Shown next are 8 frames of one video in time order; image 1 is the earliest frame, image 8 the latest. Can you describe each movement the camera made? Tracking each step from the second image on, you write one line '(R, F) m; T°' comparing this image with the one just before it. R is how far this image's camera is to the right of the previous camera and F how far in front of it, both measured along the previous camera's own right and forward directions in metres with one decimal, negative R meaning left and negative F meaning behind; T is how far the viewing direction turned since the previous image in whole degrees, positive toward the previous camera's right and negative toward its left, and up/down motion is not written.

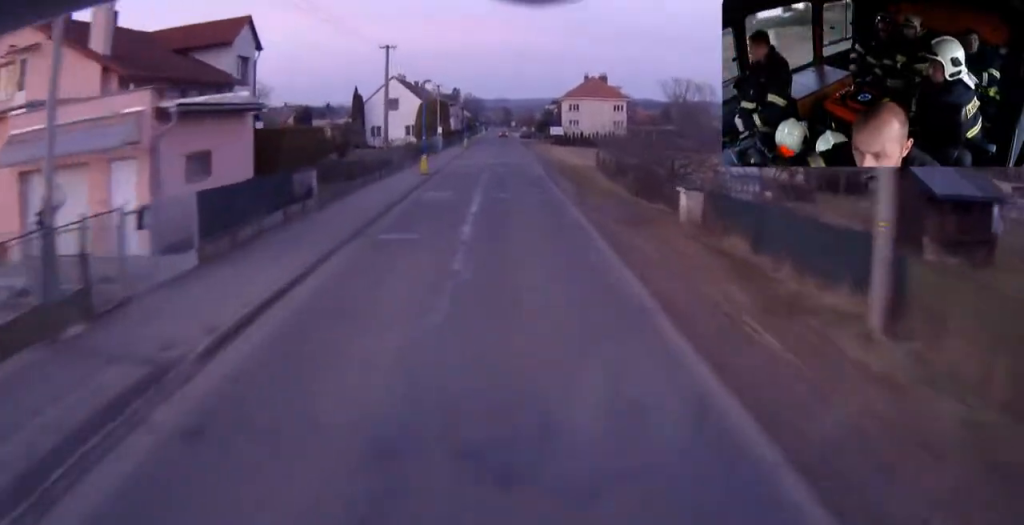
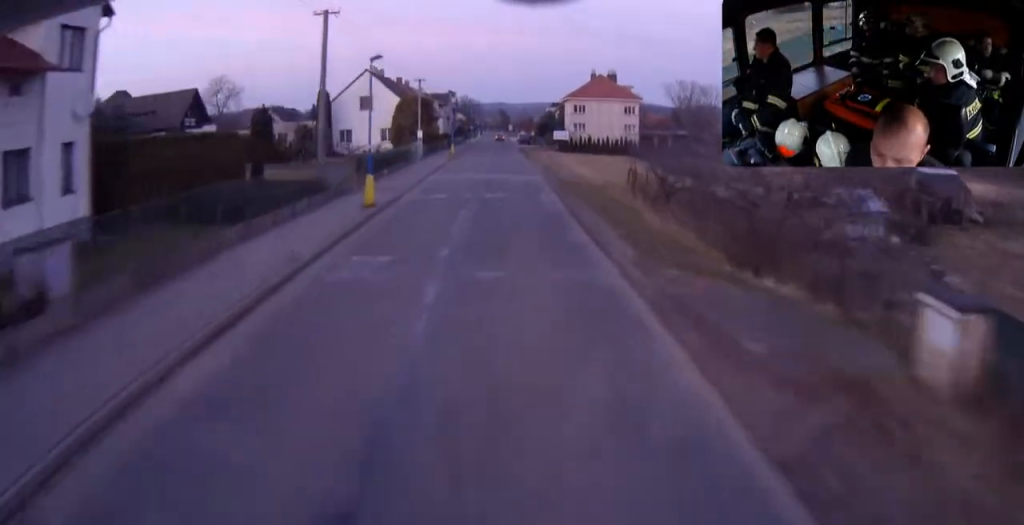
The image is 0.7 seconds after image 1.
(-0.2, +14.9) m; -1°
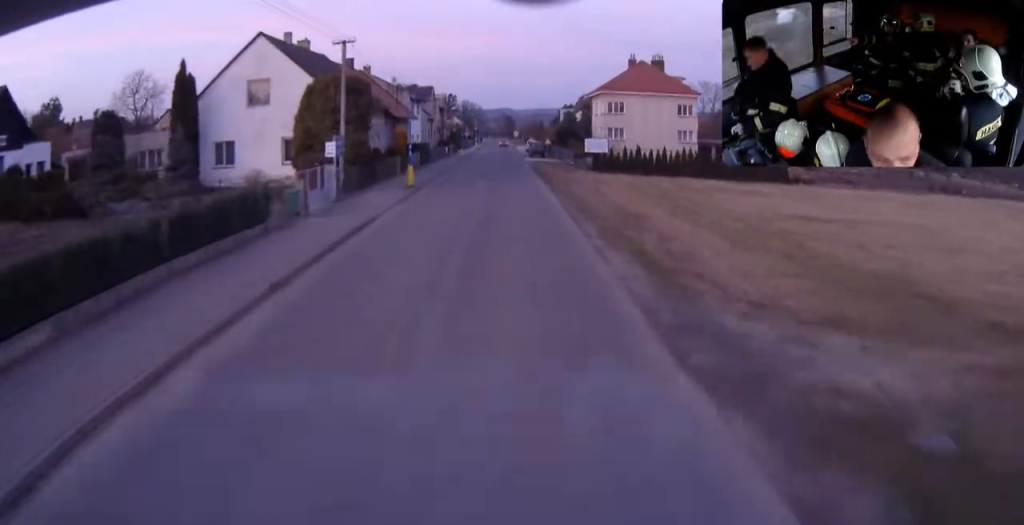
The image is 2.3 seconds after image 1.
(-0.3, +33.4) m; -1°
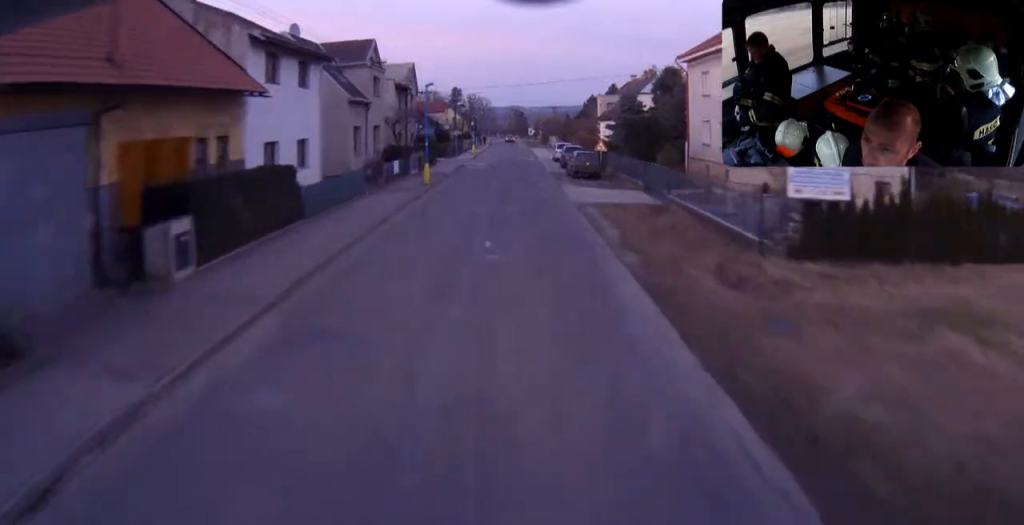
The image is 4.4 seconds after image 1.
(-0.3, +44.6) m; 0°
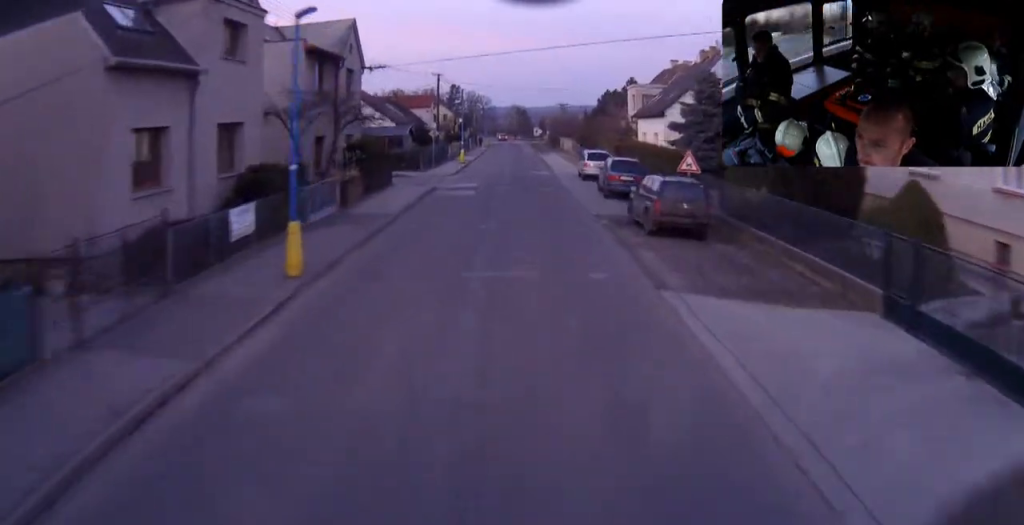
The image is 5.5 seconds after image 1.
(+0.1, +24.6) m; 0°
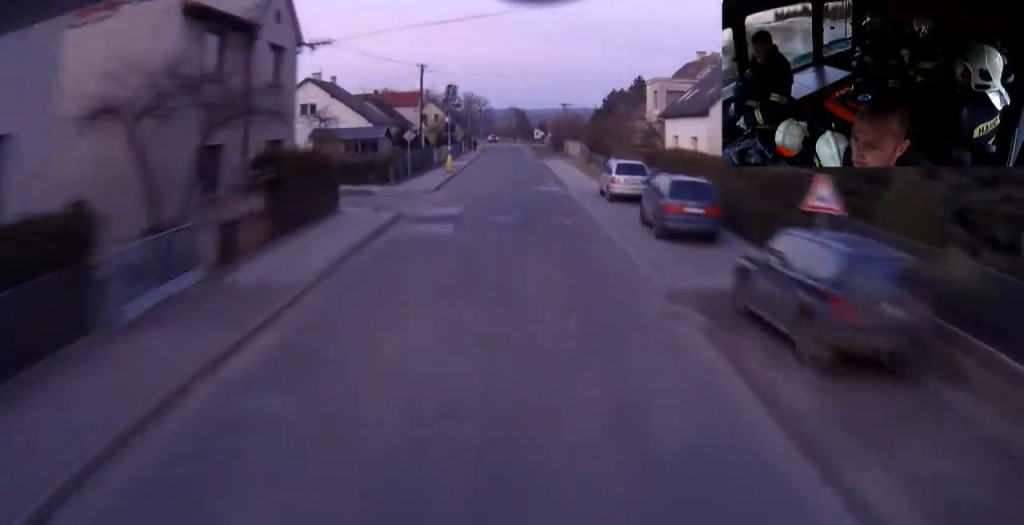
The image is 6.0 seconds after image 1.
(-0.1, +12.1) m; 0°
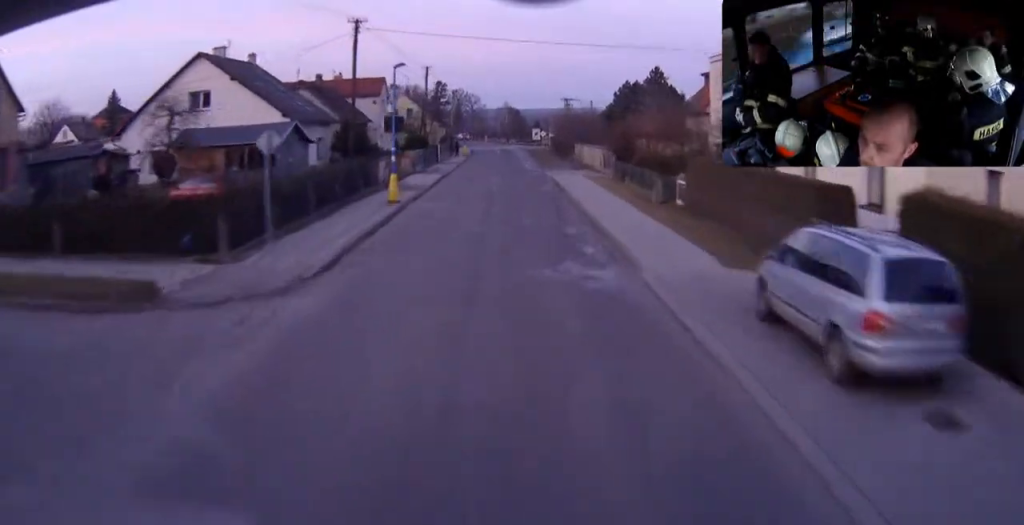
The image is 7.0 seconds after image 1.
(+0.1, +22.7) m; +1°
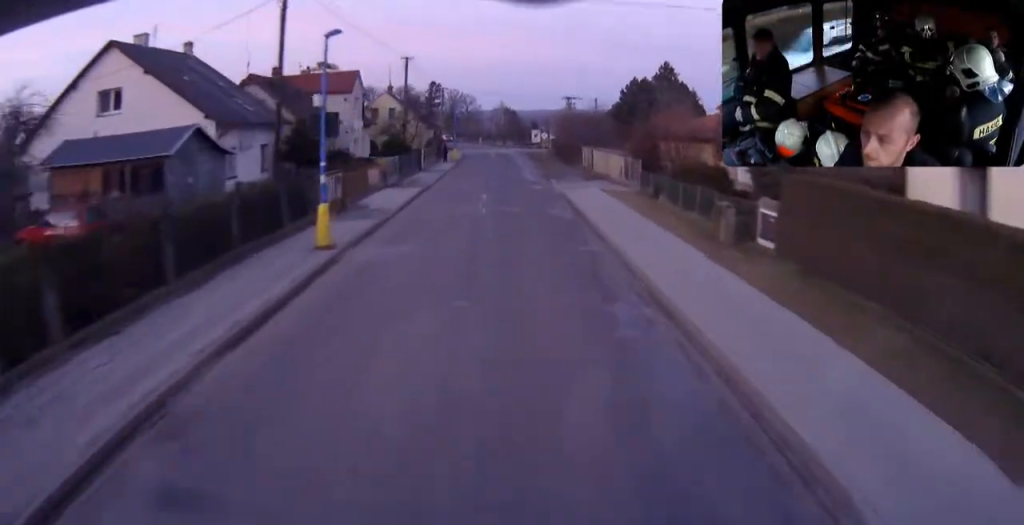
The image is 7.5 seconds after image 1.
(+0.2, +10.6) m; 0°
